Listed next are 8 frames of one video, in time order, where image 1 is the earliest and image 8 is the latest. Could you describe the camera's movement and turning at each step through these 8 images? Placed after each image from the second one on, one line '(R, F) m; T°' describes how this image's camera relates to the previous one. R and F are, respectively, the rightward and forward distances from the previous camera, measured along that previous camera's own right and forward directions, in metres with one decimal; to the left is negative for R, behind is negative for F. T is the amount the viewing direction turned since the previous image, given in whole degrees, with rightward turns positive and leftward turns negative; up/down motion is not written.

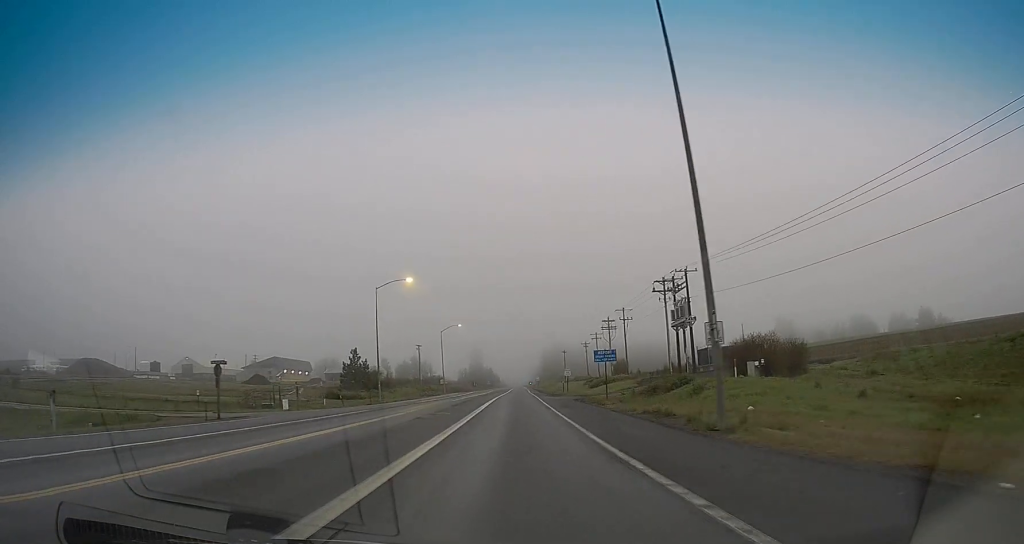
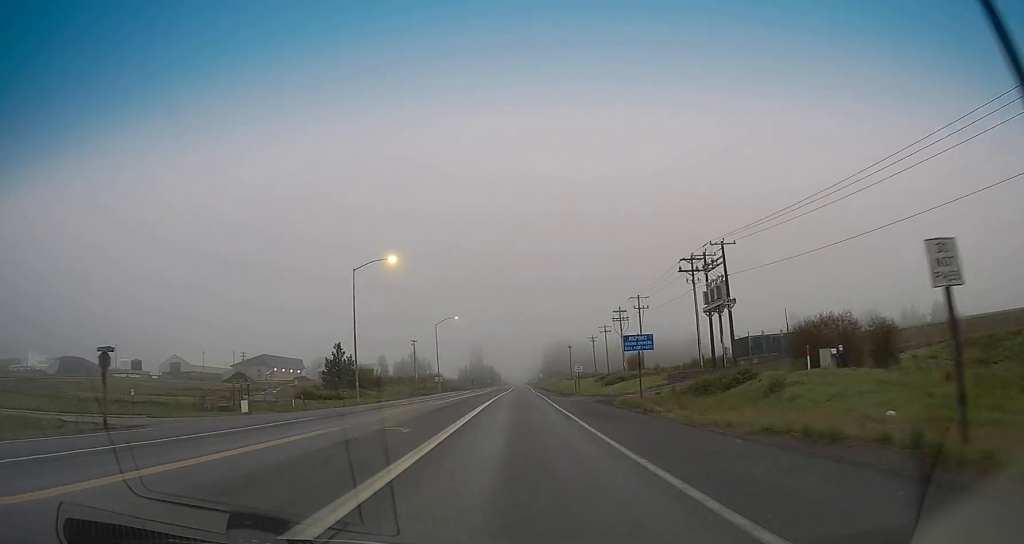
(0.0, +12.0) m; 0°
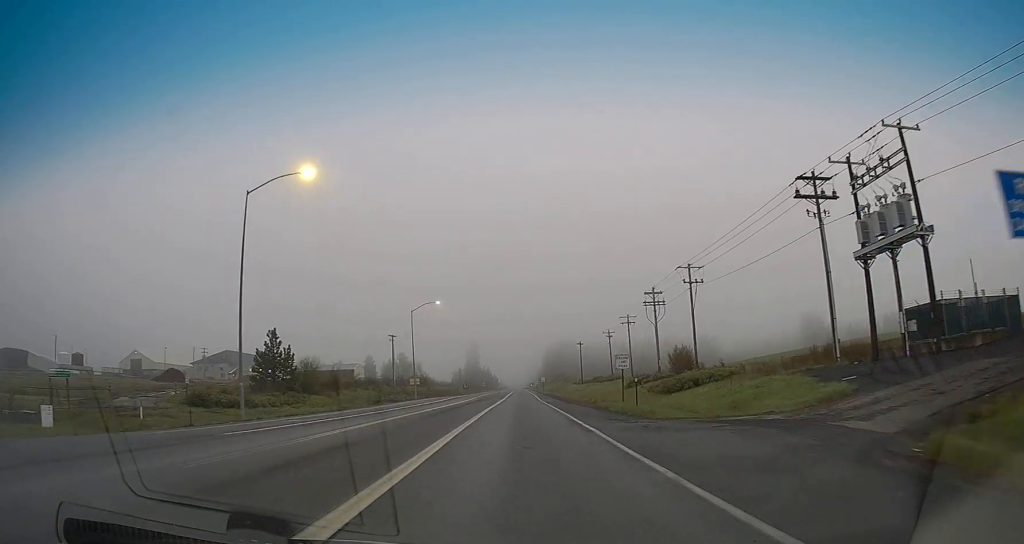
(-0.3, +28.7) m; 0°
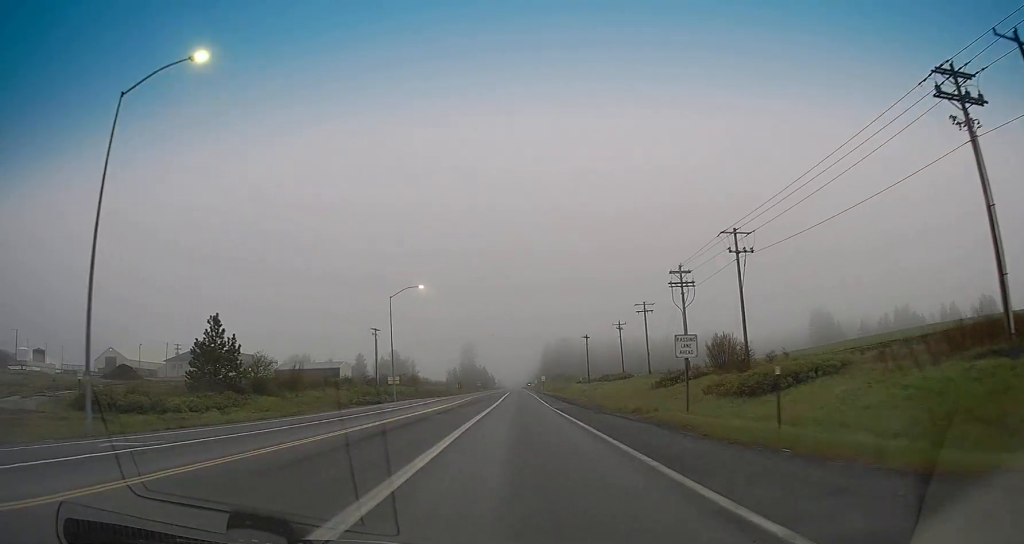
(+0.2, +15.4) m; +1°
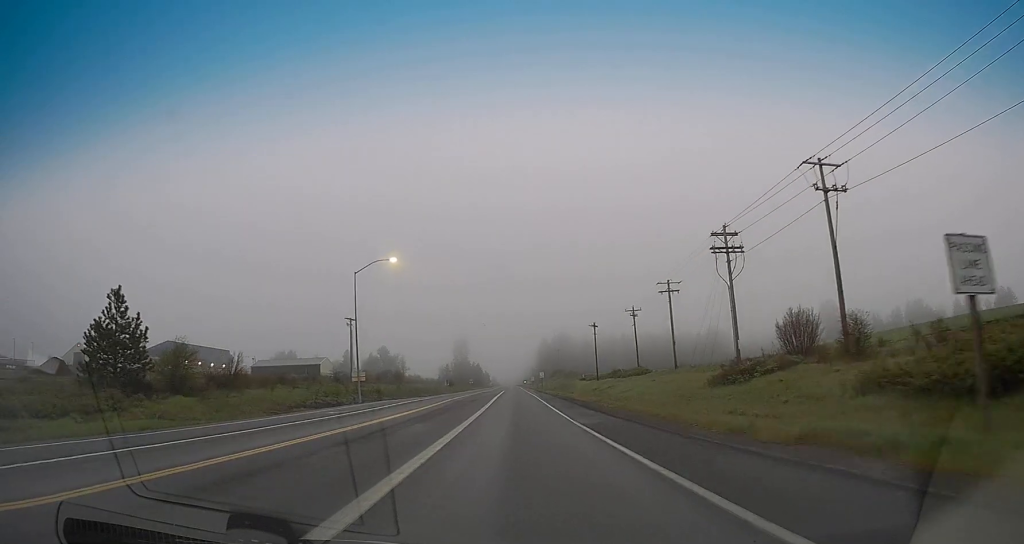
(+0.1, +16.9) m; 0°
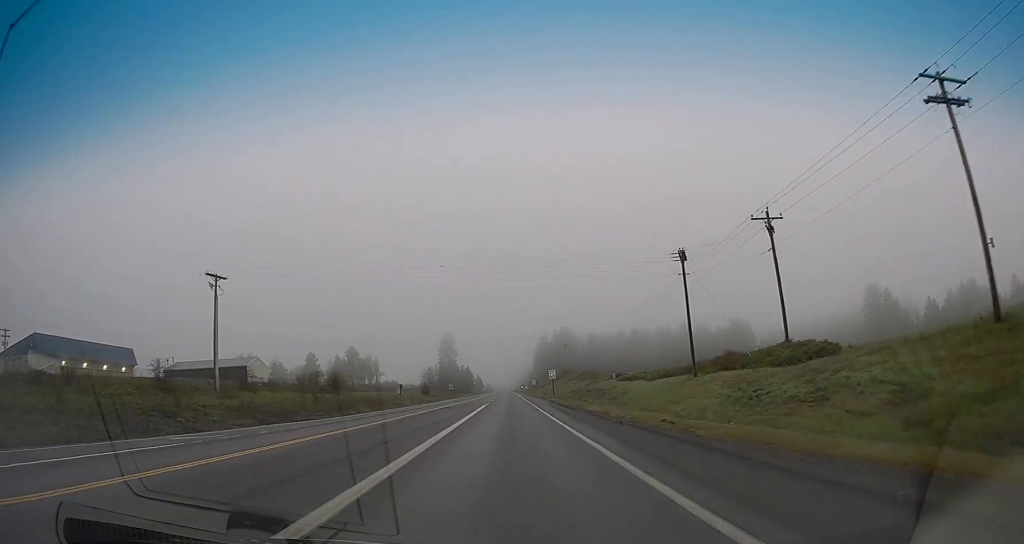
(+0.1, +51.4) m; 0°
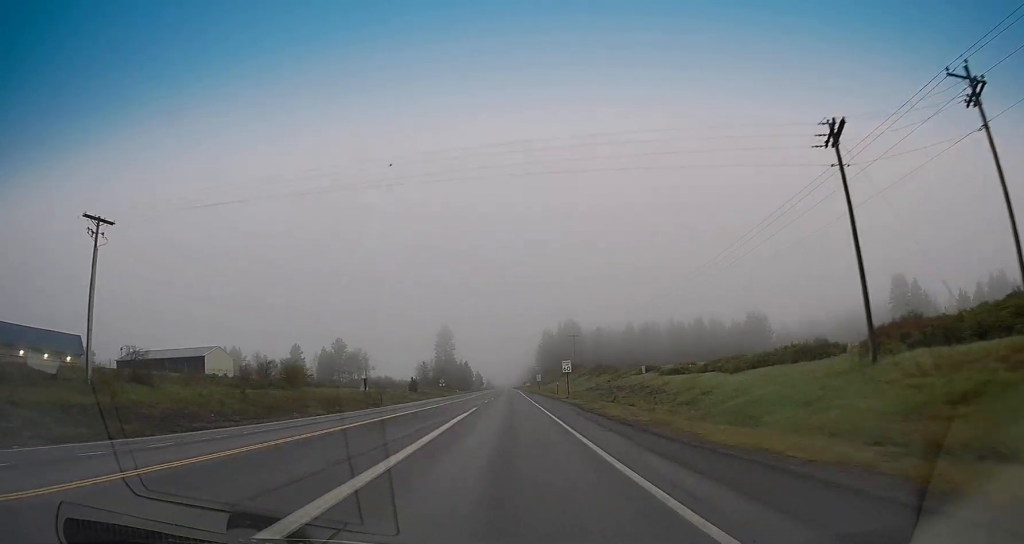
(0.0, +21.1) m; +1°
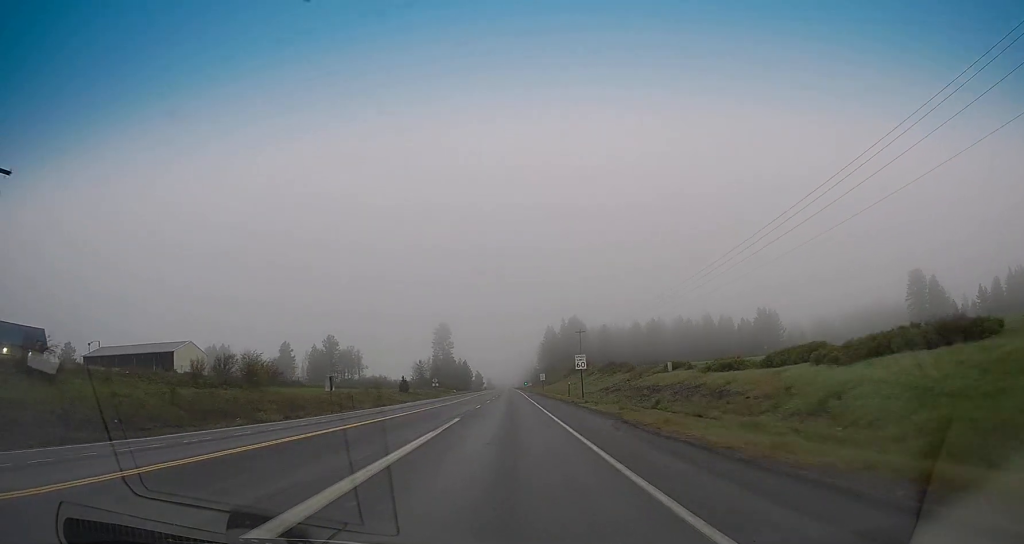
(+0.3, +12.6) m; 0°
